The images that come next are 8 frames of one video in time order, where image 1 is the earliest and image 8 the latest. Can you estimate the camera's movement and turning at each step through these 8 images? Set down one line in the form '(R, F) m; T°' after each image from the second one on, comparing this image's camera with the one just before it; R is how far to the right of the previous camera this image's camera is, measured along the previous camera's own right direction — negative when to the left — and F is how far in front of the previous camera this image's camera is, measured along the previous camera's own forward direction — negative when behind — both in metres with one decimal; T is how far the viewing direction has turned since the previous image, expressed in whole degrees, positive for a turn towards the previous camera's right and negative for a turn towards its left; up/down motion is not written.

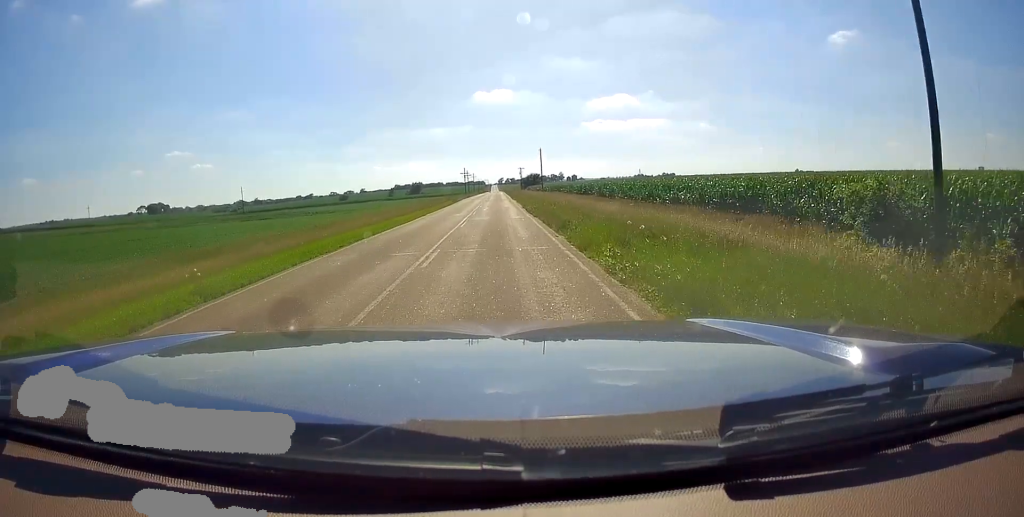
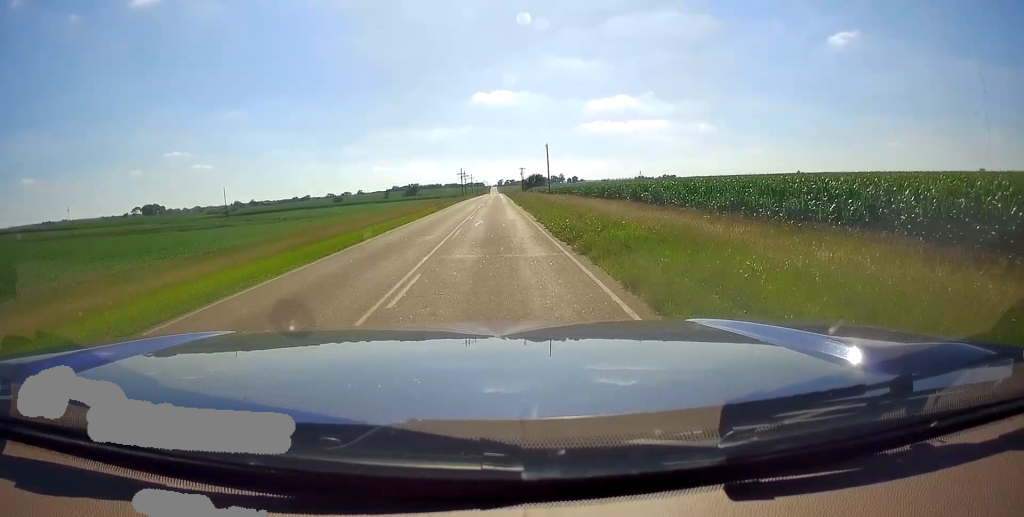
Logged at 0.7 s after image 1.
(0.0, +15.8) m; 0°
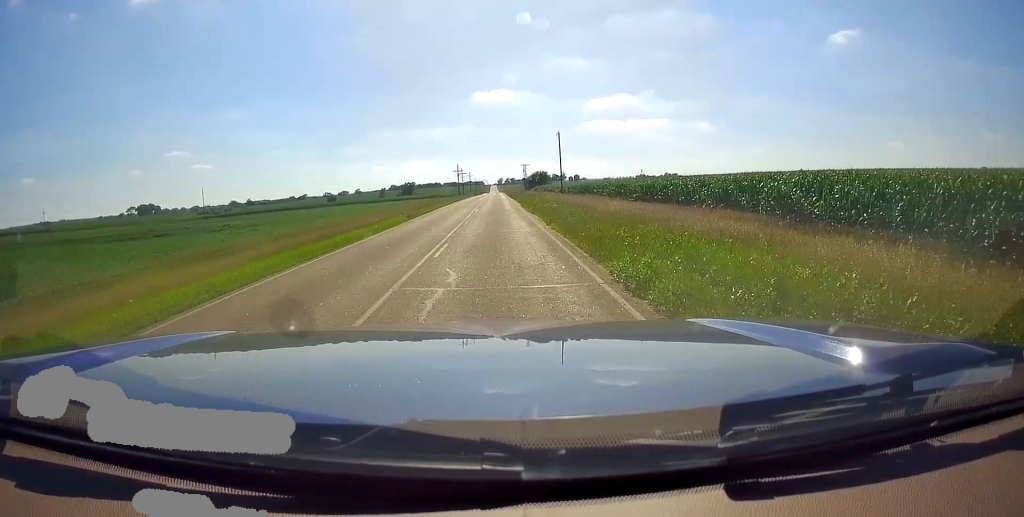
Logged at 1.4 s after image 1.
(0.0, +18.2) m; 0°
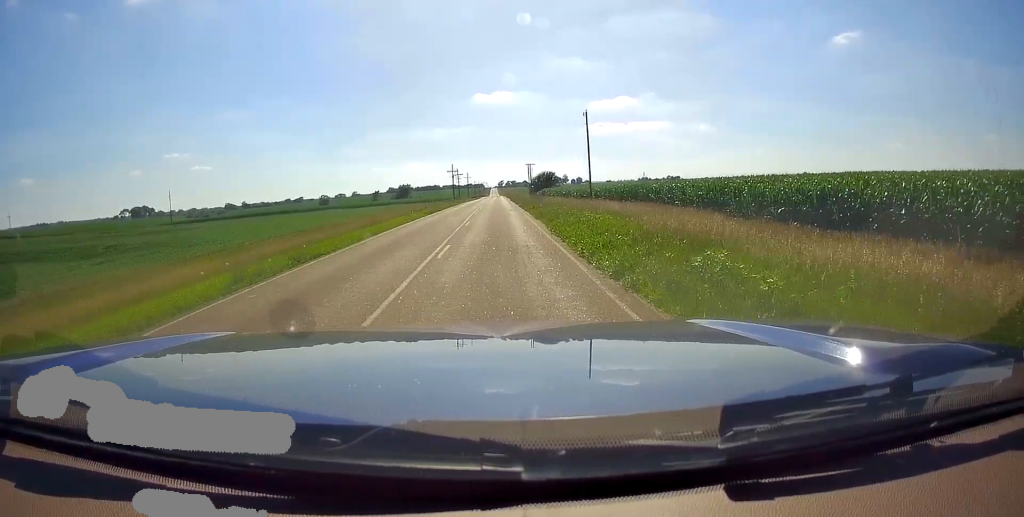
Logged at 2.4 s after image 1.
(0.0, +23.5) m; 0°
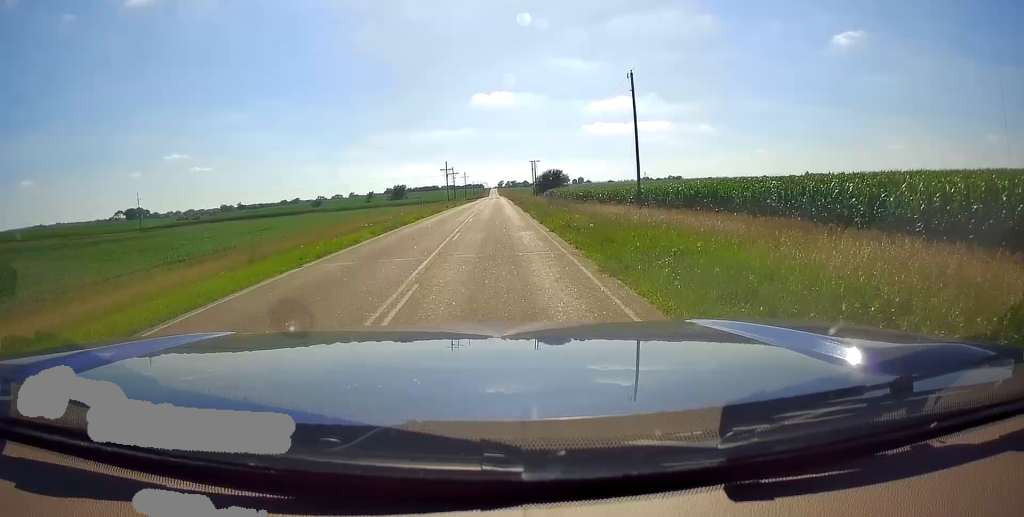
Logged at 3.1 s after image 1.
(0.0, +18.7) m; 0°
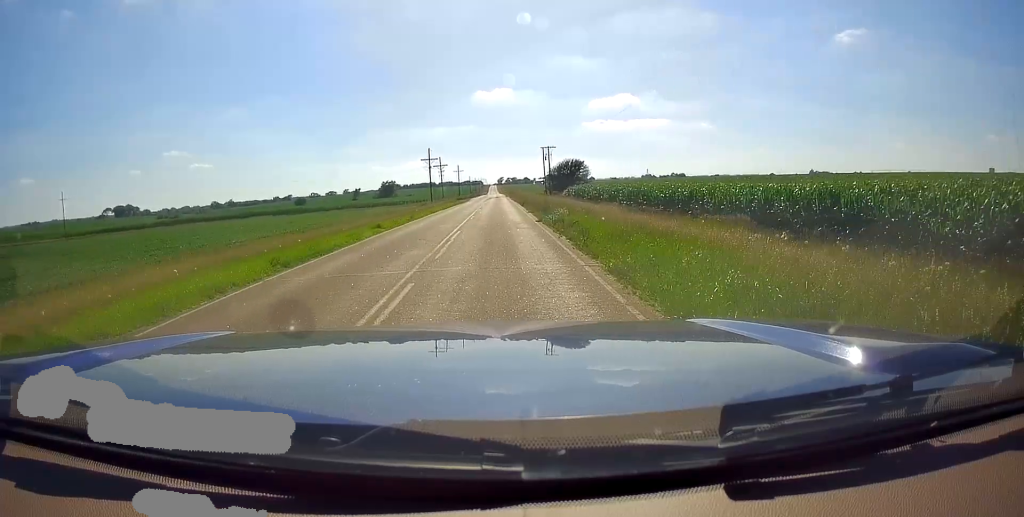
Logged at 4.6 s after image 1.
(0.0, +35.8) m; 0°
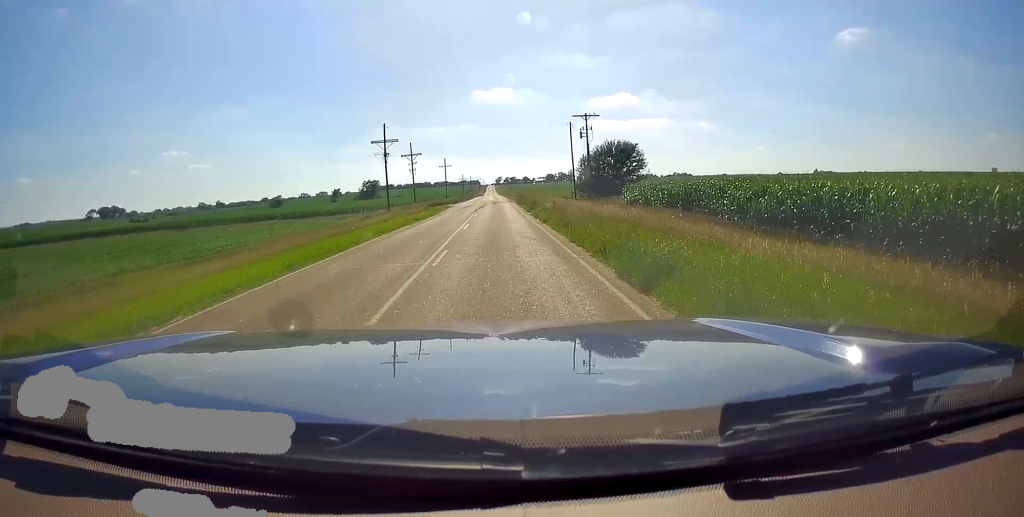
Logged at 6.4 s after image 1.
(0.0, +41.7) m; 0°
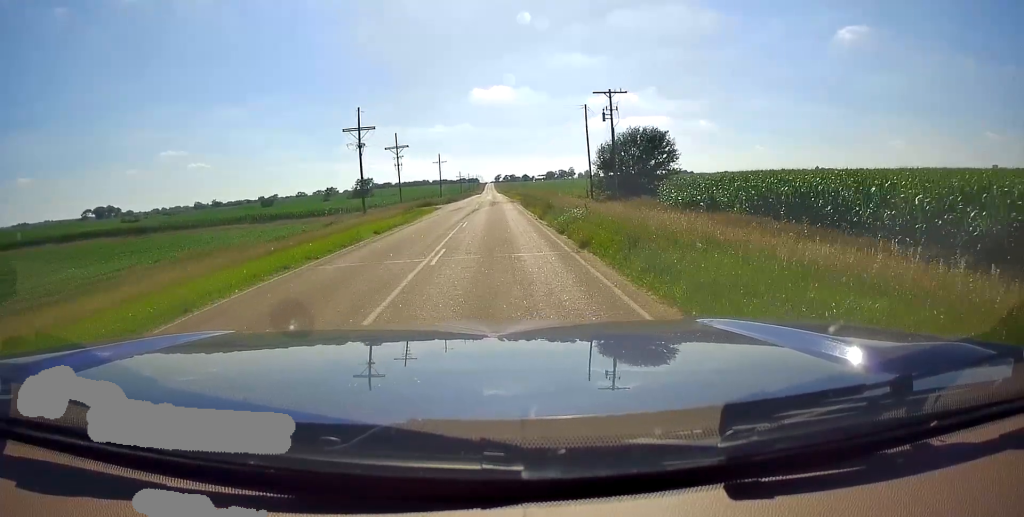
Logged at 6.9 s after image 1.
(0.0, +11.8) m; 0°
